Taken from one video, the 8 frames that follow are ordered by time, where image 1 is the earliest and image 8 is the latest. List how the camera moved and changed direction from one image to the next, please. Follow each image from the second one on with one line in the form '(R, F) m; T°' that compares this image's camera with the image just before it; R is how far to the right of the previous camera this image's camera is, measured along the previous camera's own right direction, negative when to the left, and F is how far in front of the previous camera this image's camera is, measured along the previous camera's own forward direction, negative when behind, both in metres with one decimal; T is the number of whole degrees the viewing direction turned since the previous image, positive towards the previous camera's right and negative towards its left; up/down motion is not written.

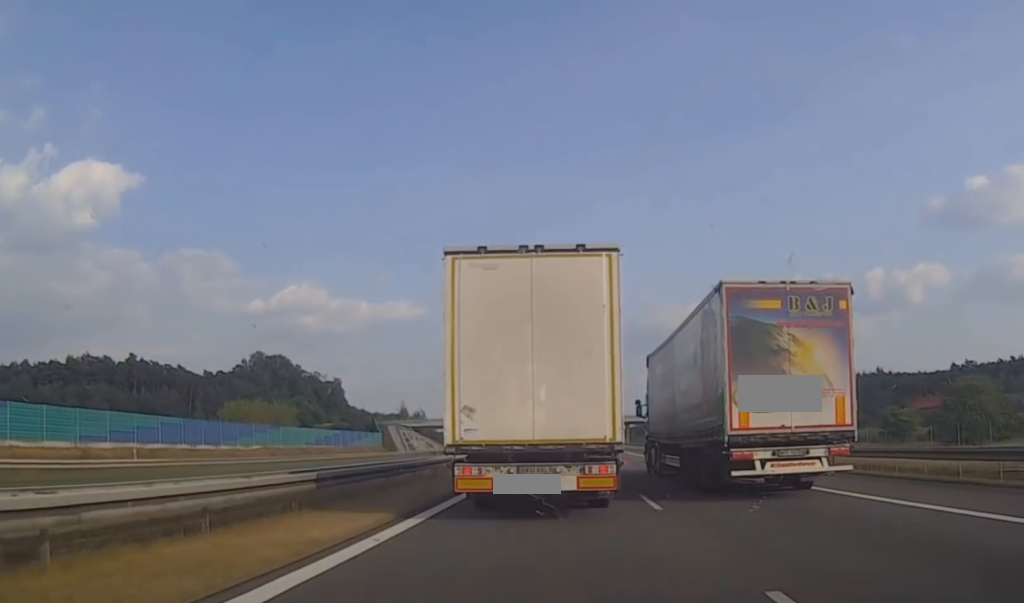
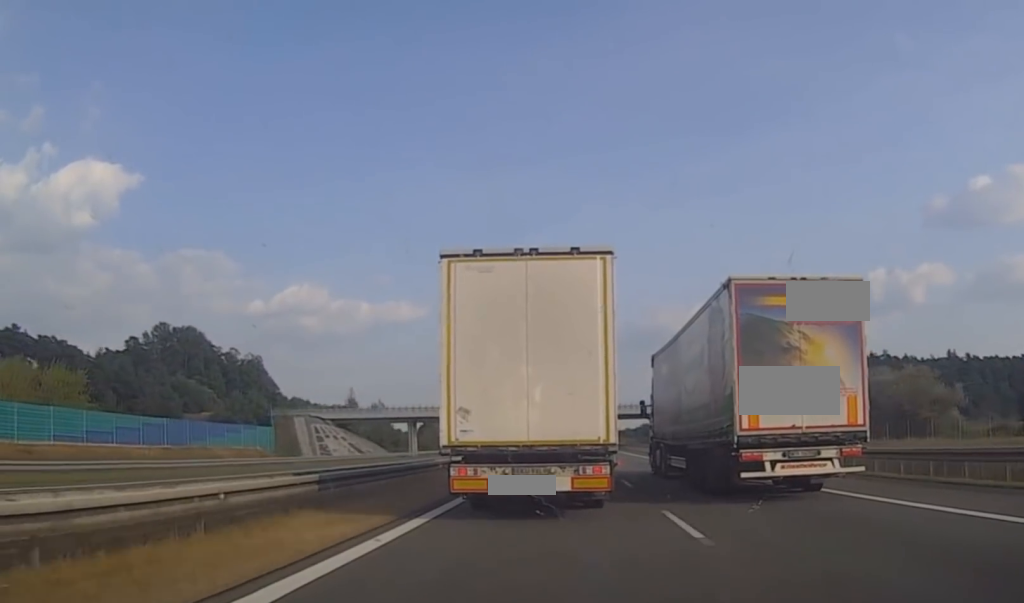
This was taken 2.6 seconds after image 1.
(+0.2, +82.7) m; 0°
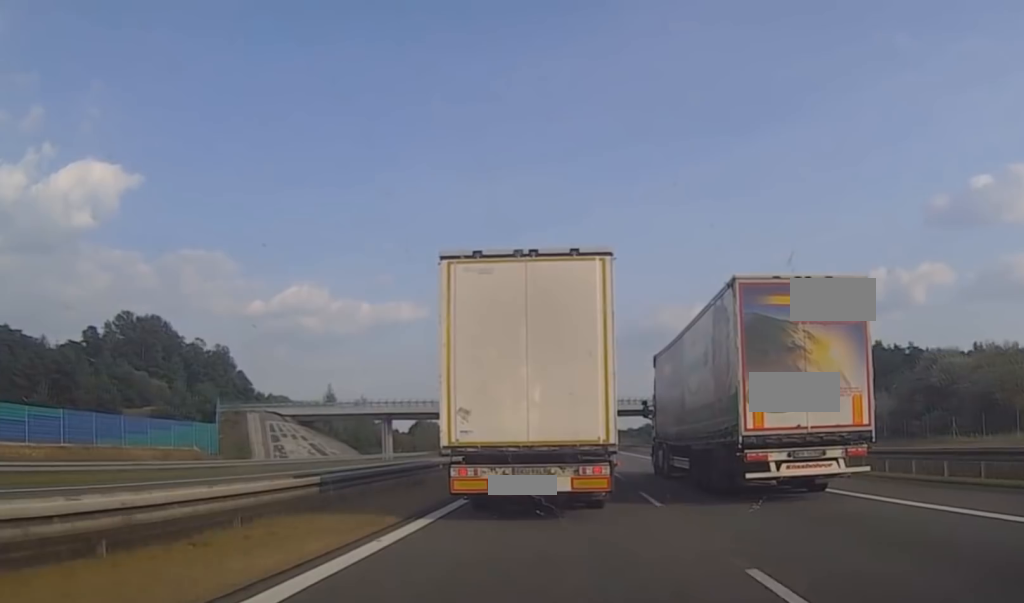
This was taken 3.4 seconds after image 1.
(0.0, +20.0) m; 0°
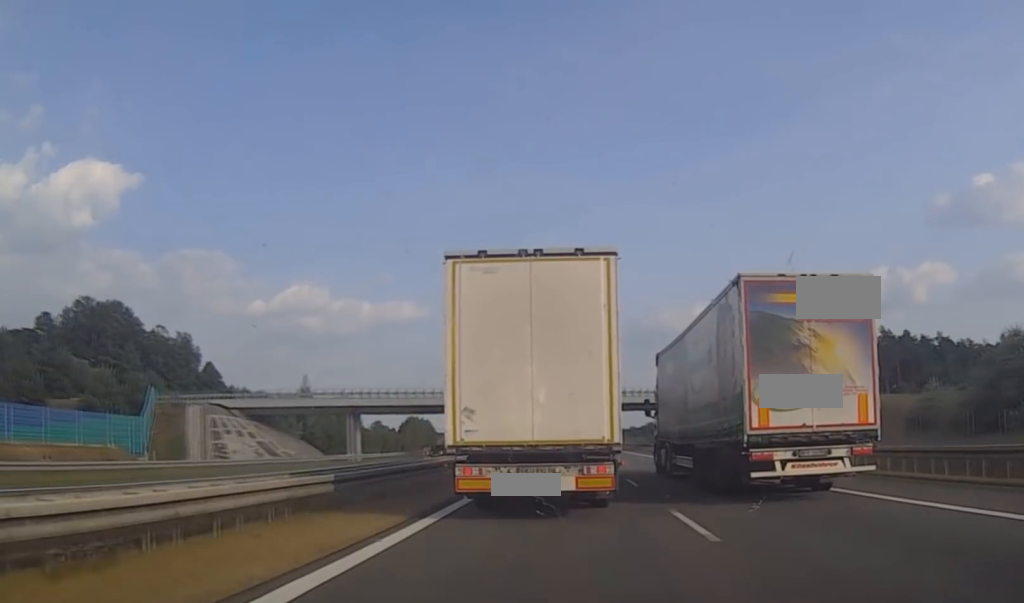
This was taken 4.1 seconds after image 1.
(0.0, +18.1) m; -1°
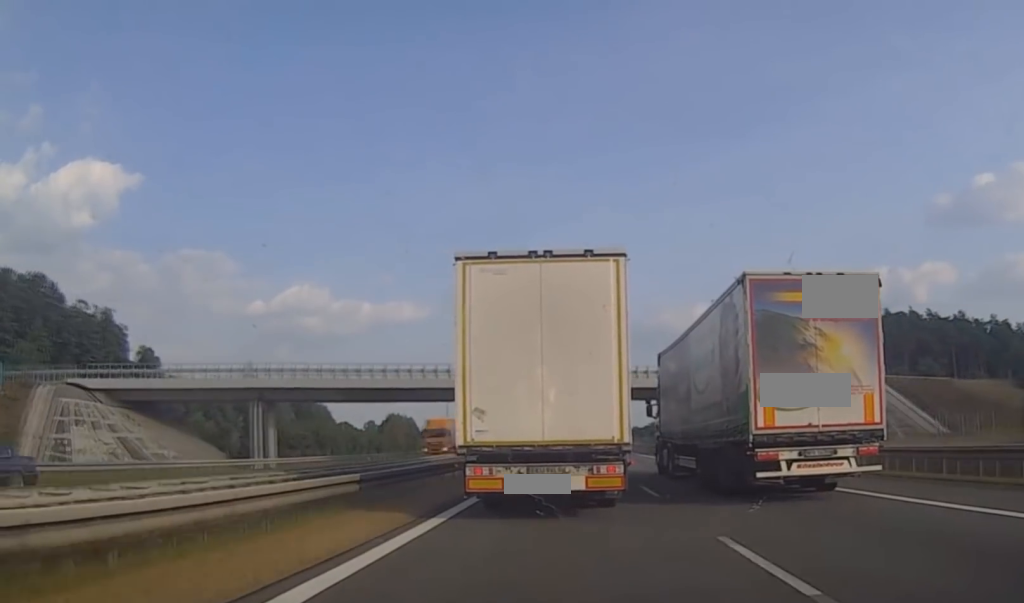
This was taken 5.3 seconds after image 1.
(-0.4, +28.1) m; -2°
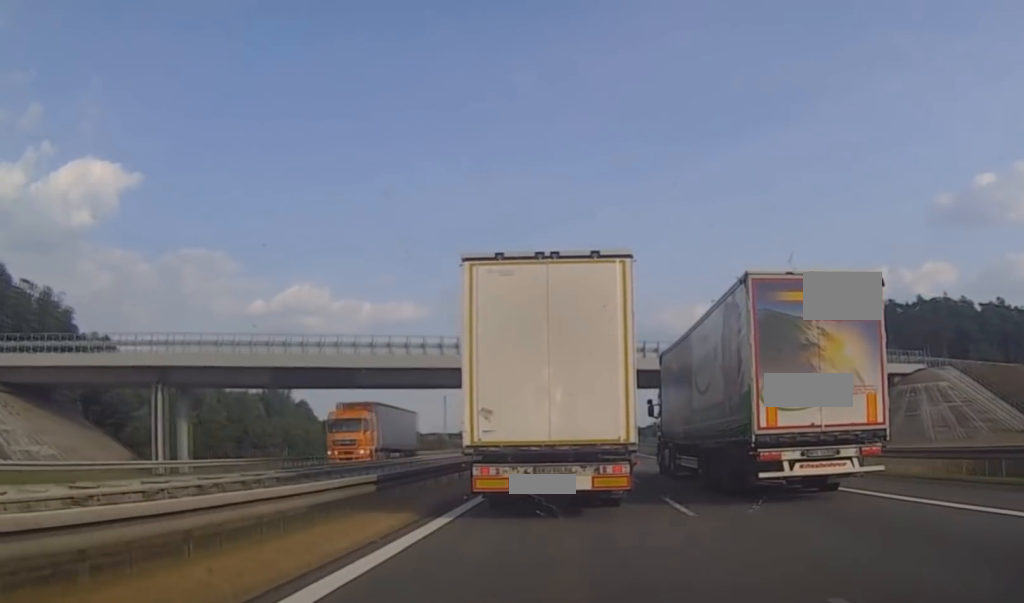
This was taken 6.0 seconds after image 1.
(-0.3, +16.3) m; -1°
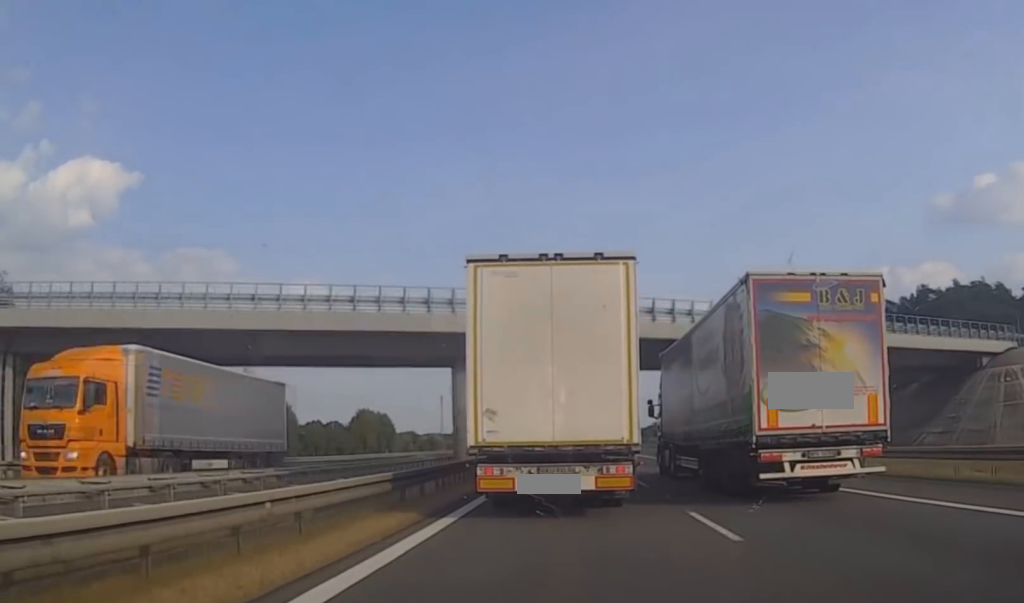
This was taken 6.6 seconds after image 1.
(0.0, +15.2) m; +1°
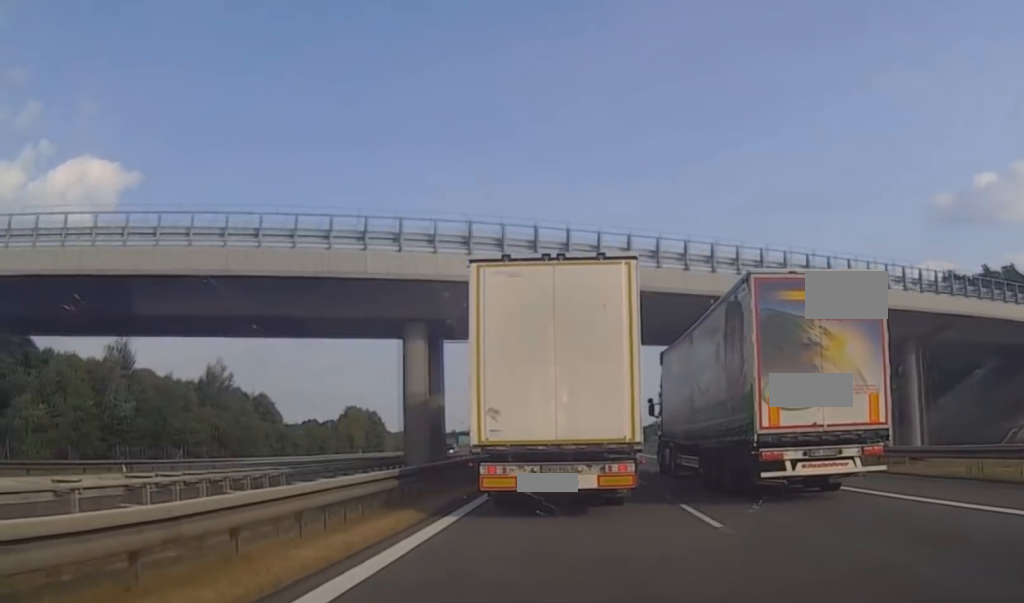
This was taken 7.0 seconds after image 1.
(+0.1, +10.4) m; +1°
